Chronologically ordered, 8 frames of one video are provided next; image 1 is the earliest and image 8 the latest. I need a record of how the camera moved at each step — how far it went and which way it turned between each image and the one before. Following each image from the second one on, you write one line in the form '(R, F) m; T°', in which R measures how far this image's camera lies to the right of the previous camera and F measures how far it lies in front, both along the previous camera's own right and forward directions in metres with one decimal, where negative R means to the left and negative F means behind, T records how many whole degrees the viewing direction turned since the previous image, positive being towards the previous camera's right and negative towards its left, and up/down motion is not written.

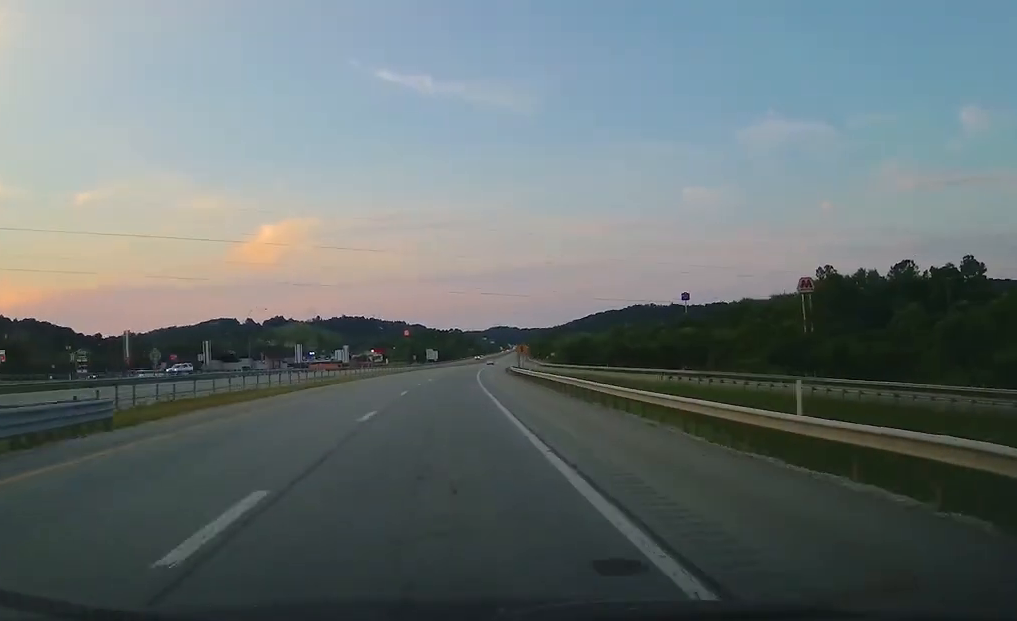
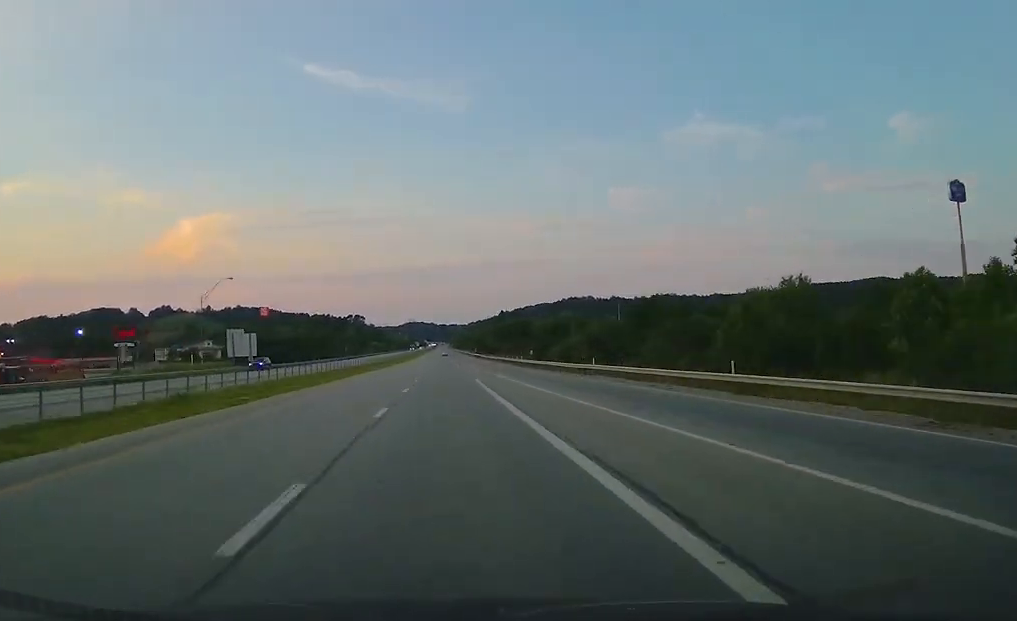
(+12.9, +196.6) m; +5°
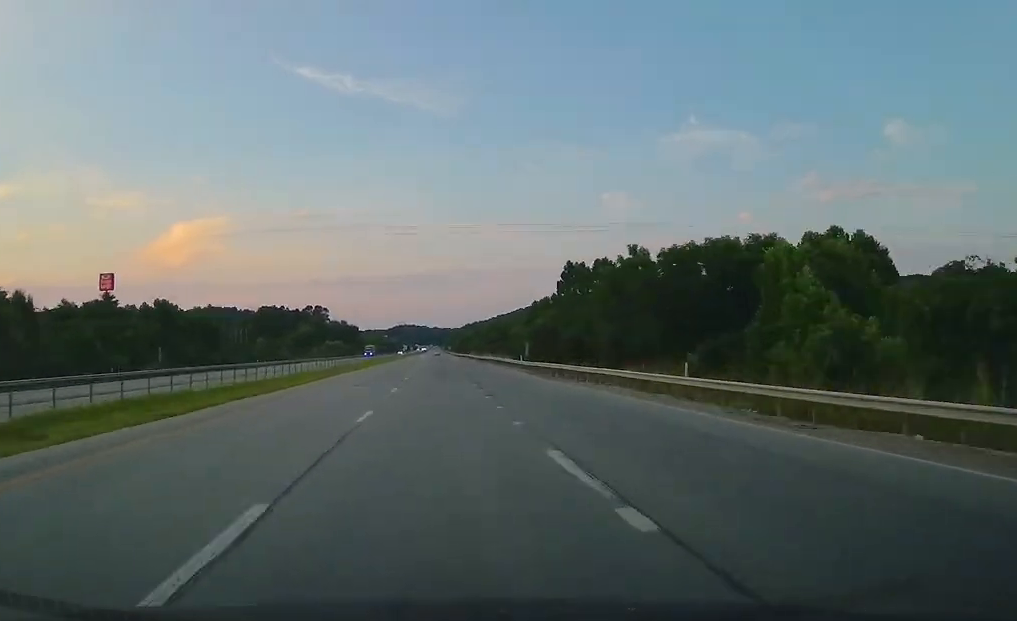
(+1.1, +135.5) m; 0°
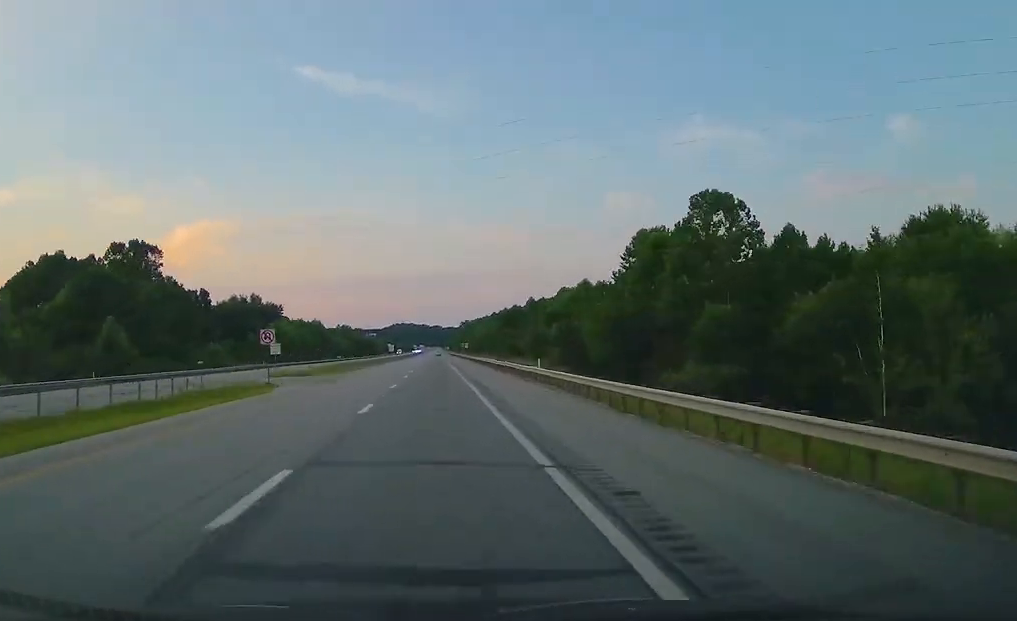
(-0.5, +232.3) m; 0°
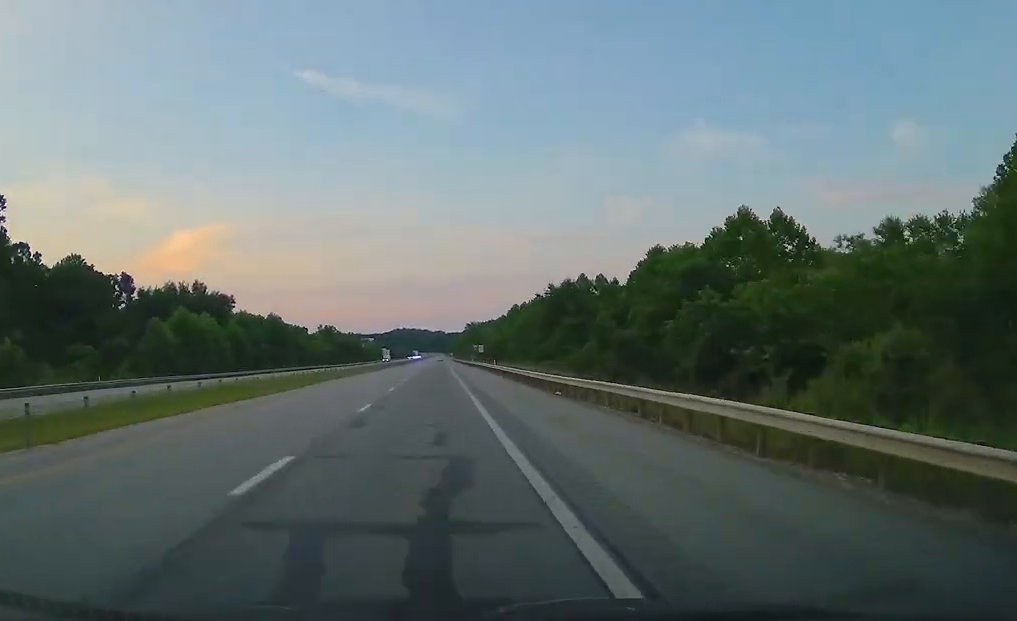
(+0.1, +60.3) m; 0°
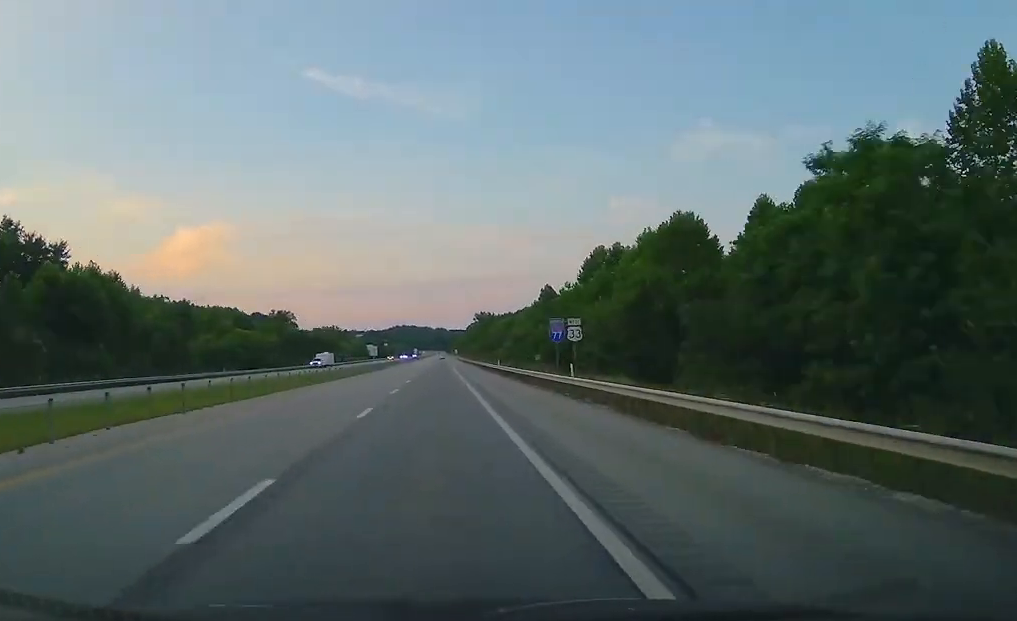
(0.0, +88.1) m; 0°
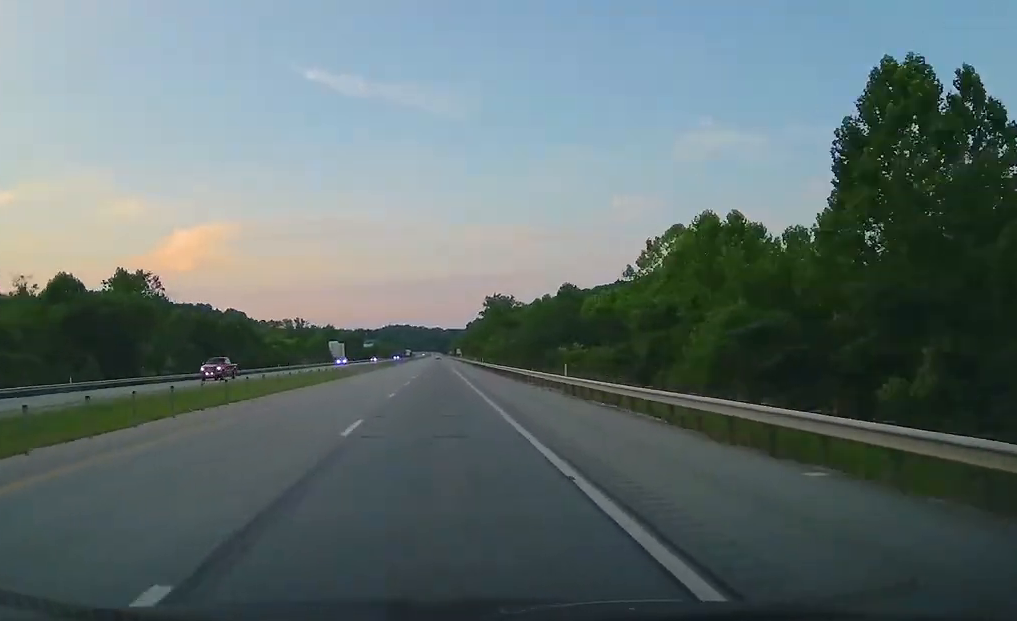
(-0.1, +102.1) m; 0°
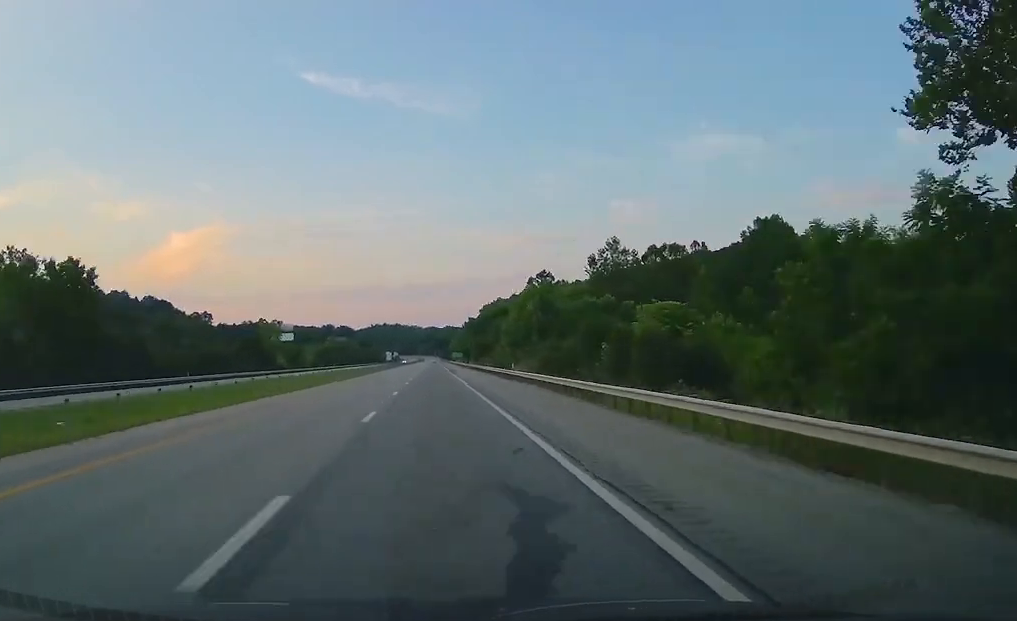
(+0.7, +241.1) m; 0°
